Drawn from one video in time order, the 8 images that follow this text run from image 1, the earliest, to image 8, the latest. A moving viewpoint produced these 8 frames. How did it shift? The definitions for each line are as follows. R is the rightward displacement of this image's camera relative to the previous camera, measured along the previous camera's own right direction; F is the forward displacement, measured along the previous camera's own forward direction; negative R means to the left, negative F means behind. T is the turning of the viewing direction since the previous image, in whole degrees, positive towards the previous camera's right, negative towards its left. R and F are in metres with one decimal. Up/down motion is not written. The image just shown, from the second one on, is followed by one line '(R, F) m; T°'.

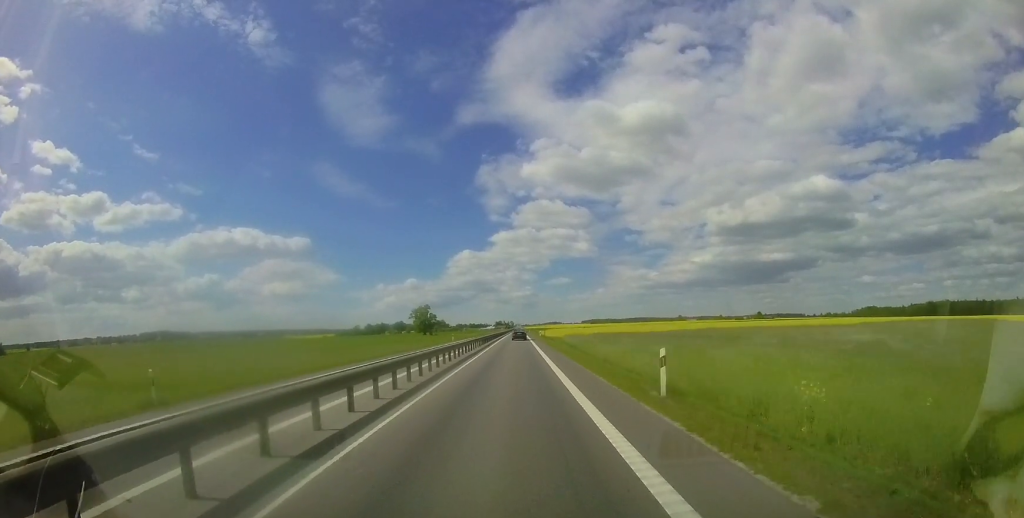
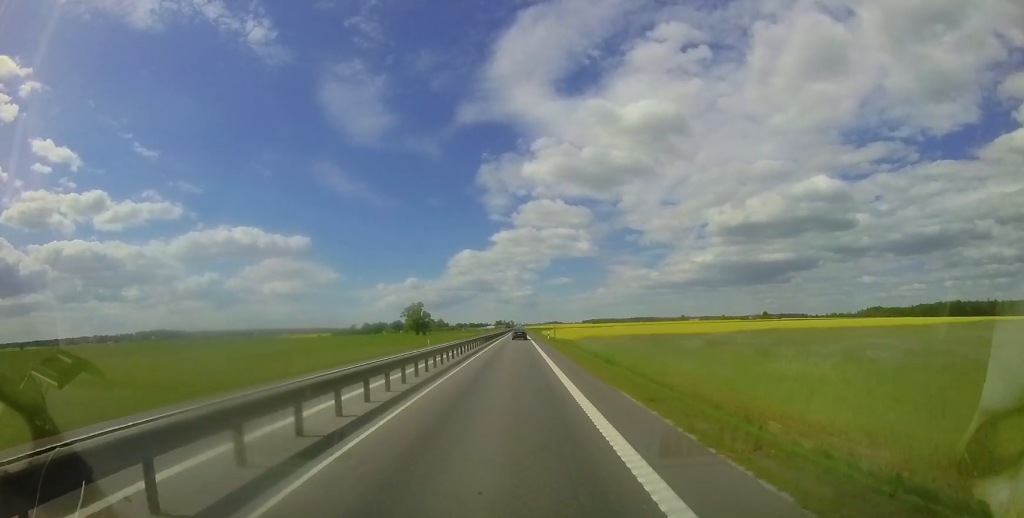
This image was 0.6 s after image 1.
(+0.1, +15.7) m; 0°
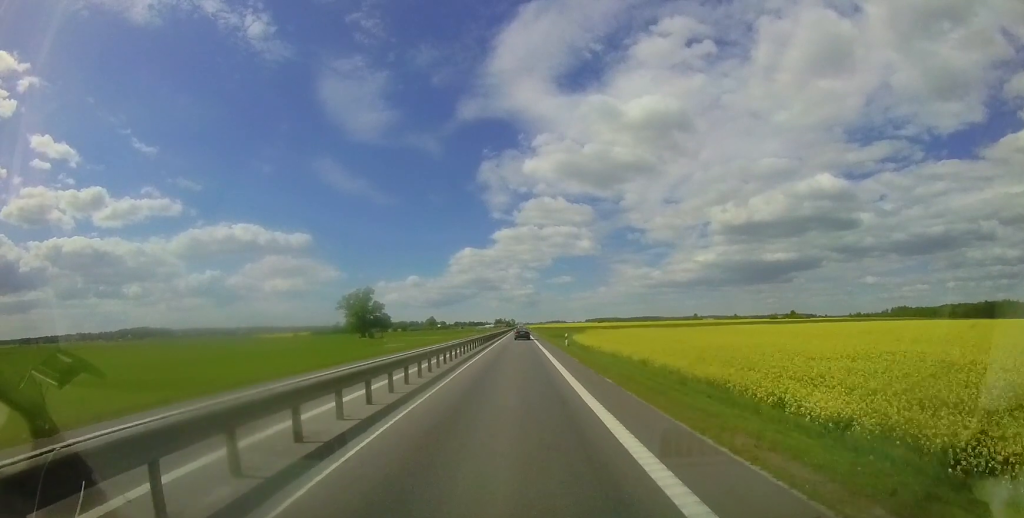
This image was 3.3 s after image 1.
(-0.8, +66.2) m; 0°
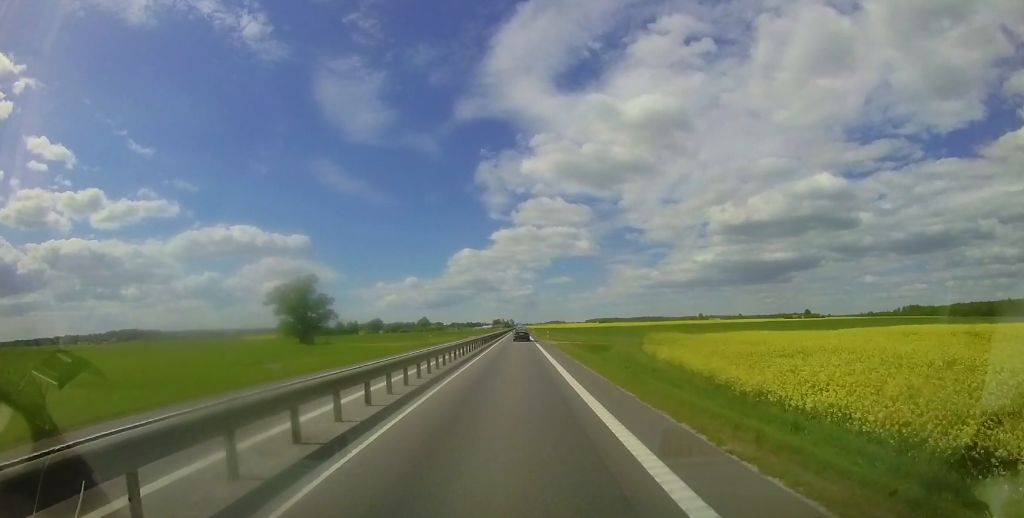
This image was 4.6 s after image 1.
(+0.3, +35.0) m; 0°
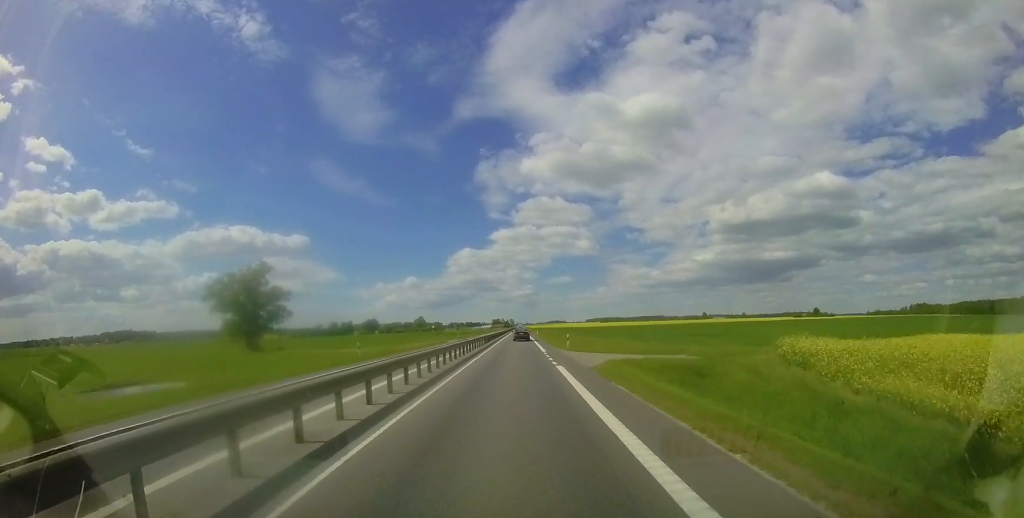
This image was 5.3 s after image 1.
(-0.2, +18.0) m; -1°
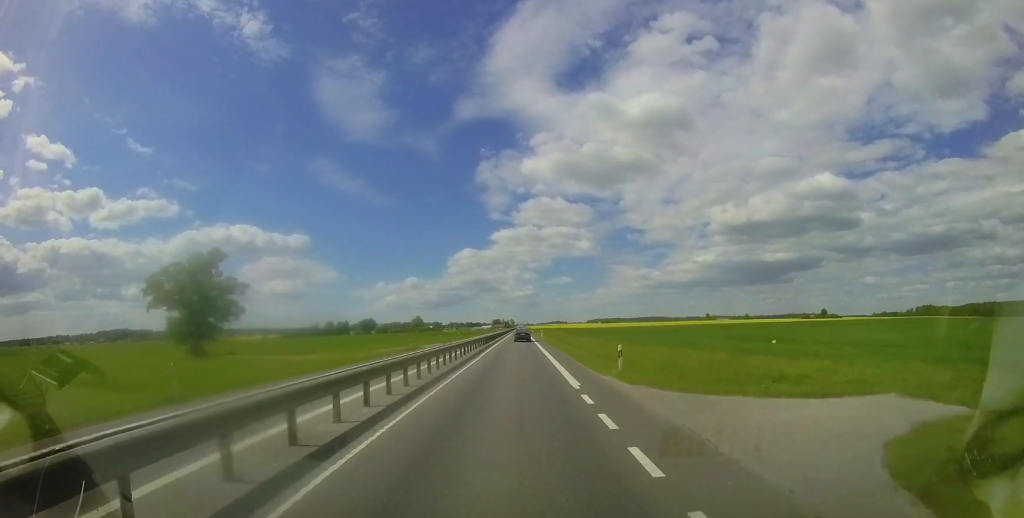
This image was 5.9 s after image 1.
(0.0, +13.7) m; 0°
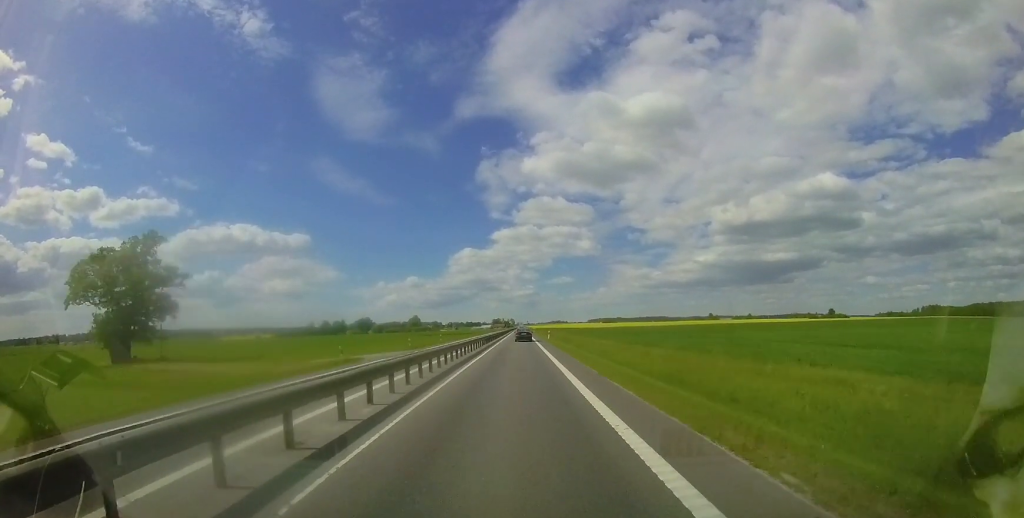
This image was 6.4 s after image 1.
(0.0, +13.7) m; 0°
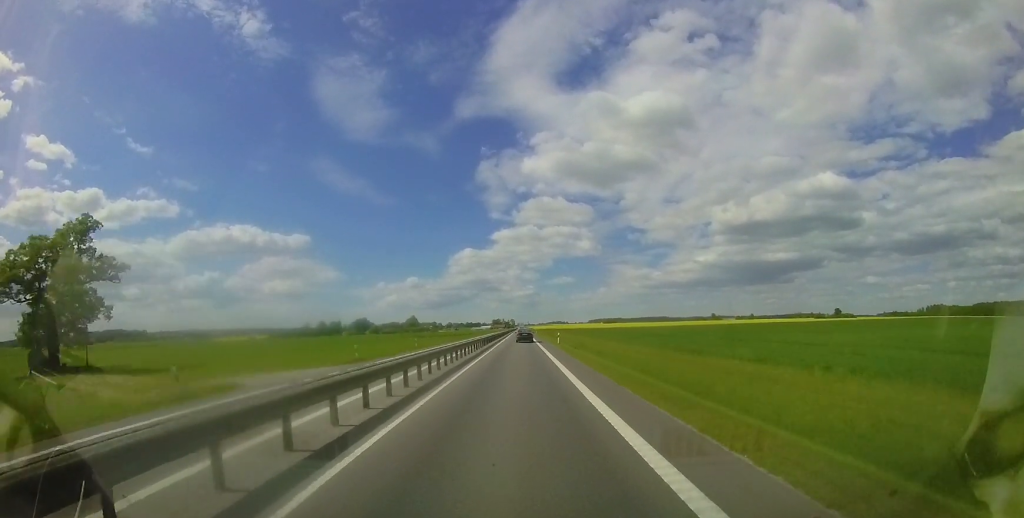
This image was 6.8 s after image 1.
(0.0, +10.6) m; 0°
